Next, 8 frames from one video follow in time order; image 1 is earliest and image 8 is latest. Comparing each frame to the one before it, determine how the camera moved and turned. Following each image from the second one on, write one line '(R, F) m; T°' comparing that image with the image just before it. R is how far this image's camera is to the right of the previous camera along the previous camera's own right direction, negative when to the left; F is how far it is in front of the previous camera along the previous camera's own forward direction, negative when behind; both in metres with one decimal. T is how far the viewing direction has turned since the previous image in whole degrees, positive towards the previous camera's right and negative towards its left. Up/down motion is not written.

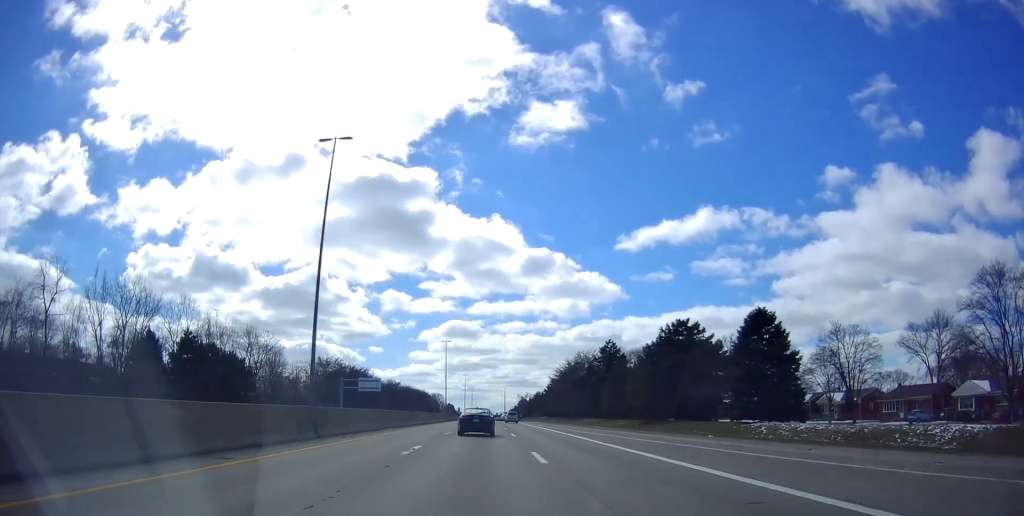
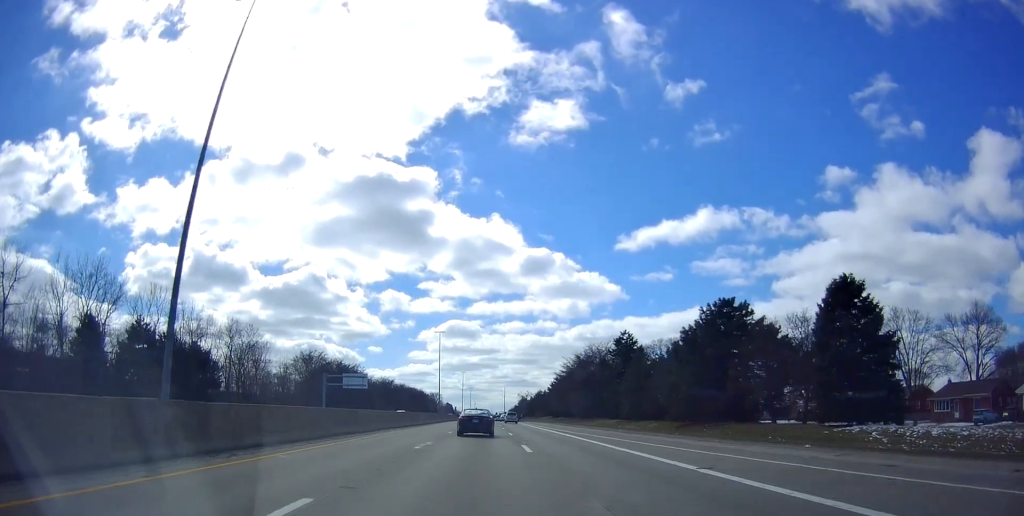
(-0.2, +12.4) m; 0°
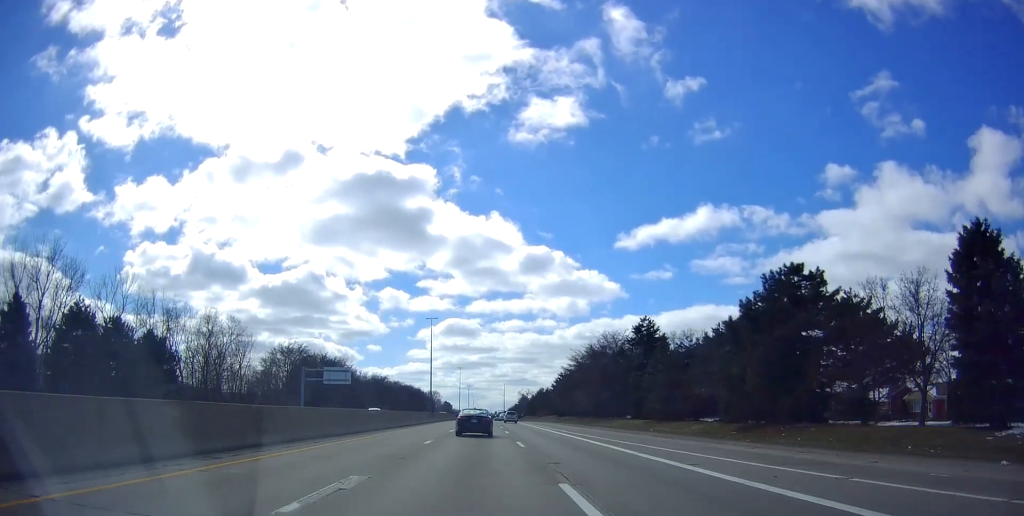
(-0.3, +12.3) m; 0°
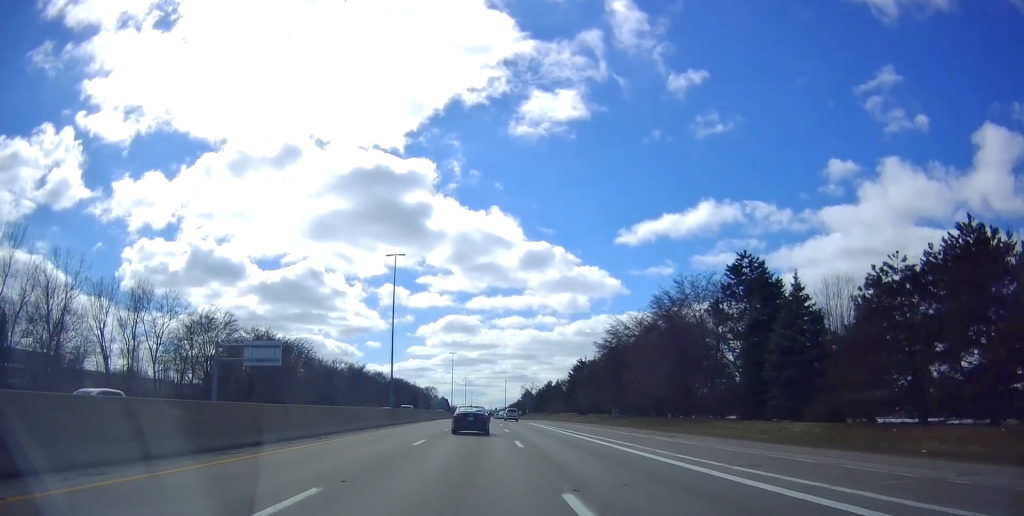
(+0.4, +32.2) m; +1°
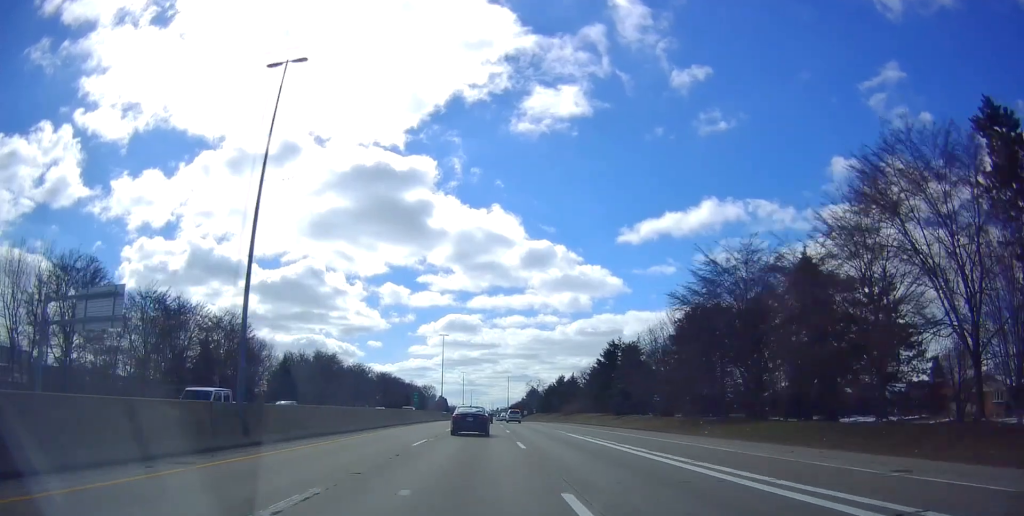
(-0.3, +30.1) m; -1°
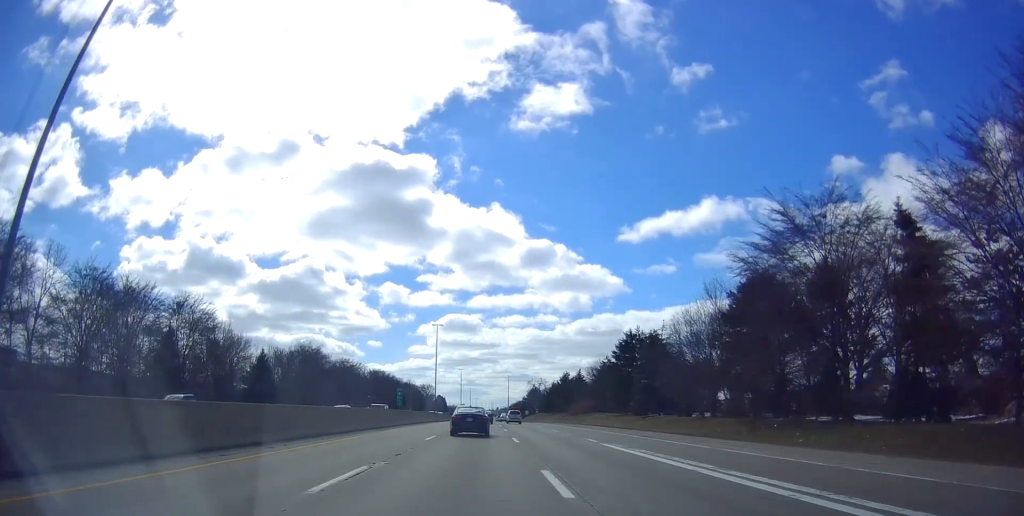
(-0.1, +11.3) m; 0°
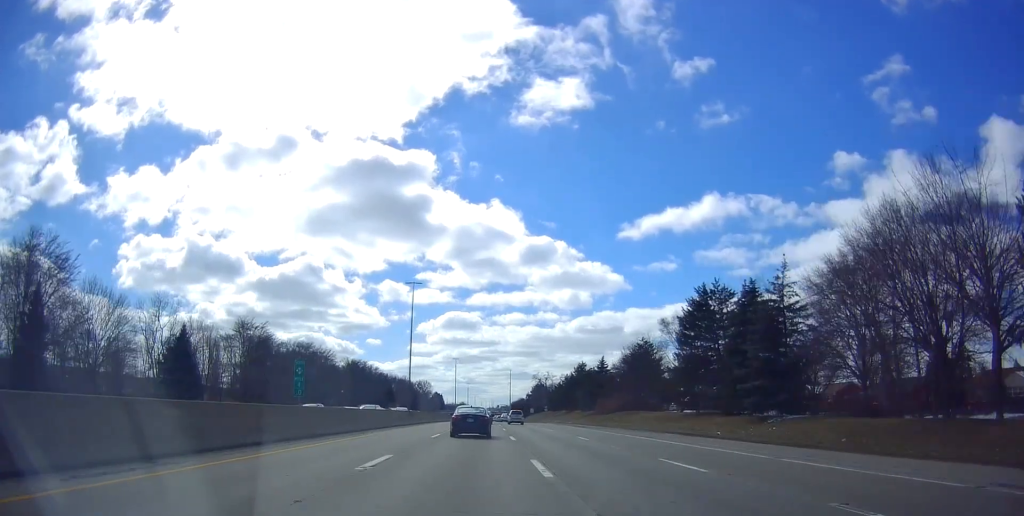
(-0.1, +28.1) m; 0°
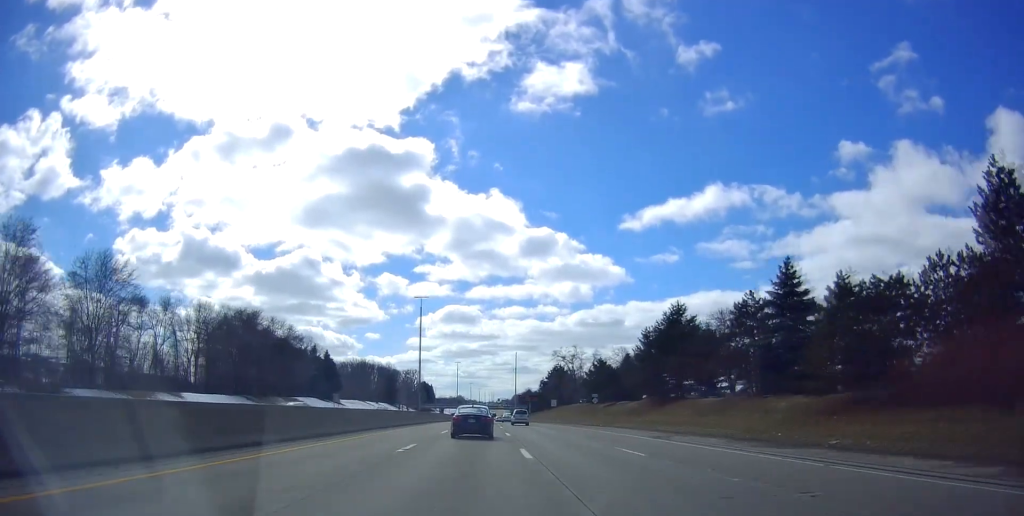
(-0.3, +71.3) m; 0°
